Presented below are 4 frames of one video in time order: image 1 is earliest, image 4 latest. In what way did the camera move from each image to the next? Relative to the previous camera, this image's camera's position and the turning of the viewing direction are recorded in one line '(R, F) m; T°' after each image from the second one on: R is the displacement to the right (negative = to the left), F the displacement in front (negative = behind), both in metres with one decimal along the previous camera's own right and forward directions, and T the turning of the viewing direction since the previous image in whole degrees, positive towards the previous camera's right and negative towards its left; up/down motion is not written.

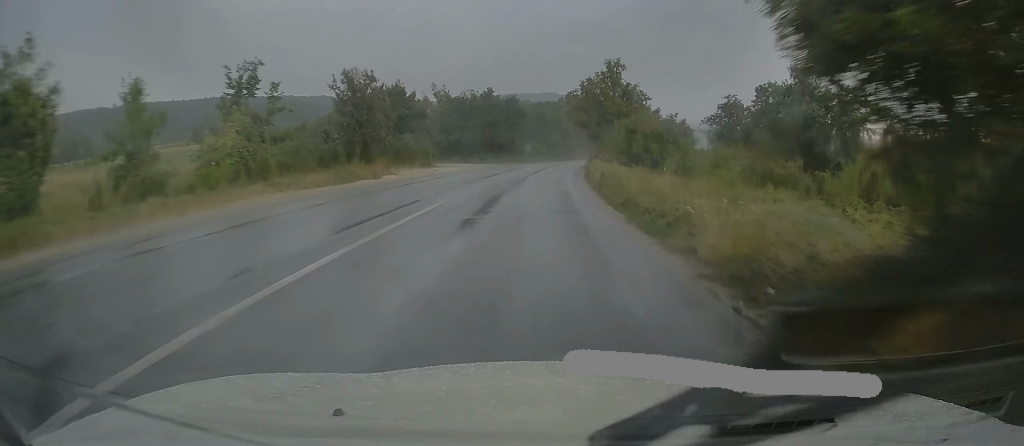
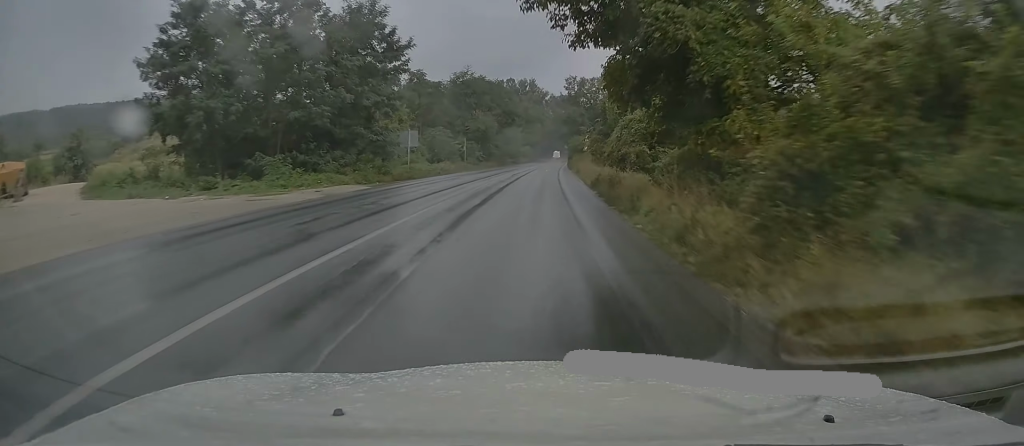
(+3.1, +59.4) m; +6°
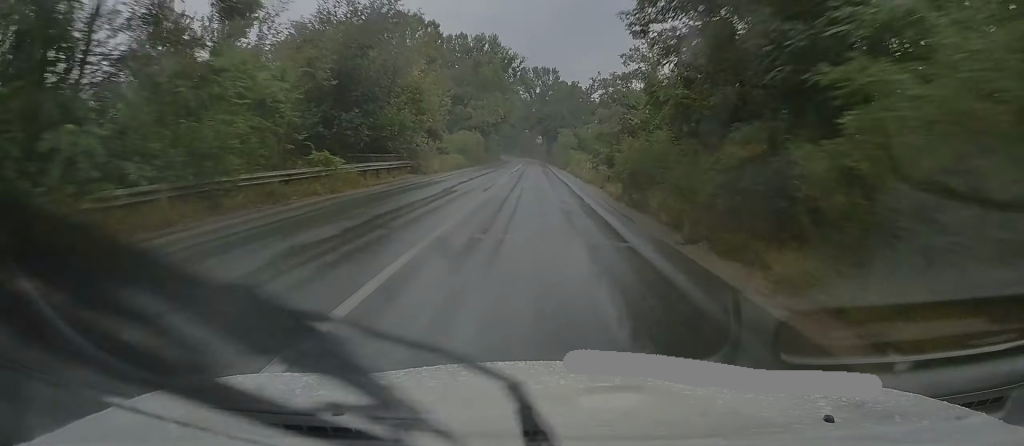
(+2.1, +65.8) m; +3°
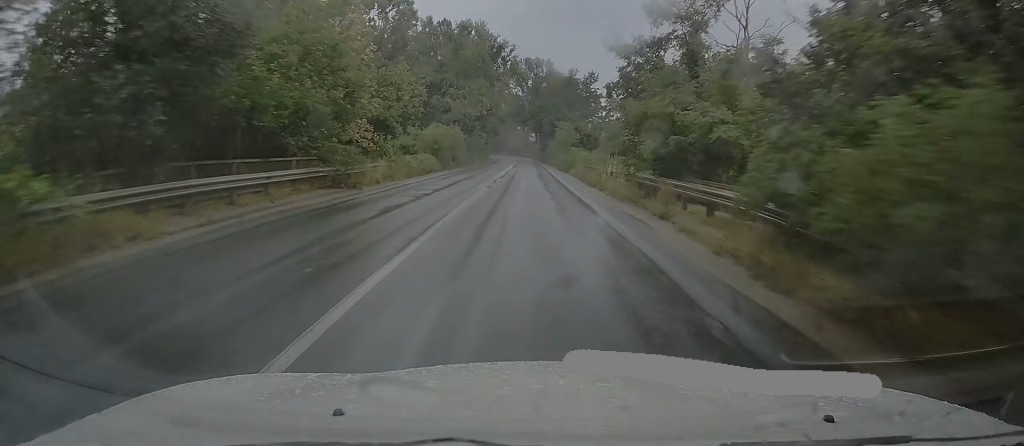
(-0.1, +12.6) m; +1°
